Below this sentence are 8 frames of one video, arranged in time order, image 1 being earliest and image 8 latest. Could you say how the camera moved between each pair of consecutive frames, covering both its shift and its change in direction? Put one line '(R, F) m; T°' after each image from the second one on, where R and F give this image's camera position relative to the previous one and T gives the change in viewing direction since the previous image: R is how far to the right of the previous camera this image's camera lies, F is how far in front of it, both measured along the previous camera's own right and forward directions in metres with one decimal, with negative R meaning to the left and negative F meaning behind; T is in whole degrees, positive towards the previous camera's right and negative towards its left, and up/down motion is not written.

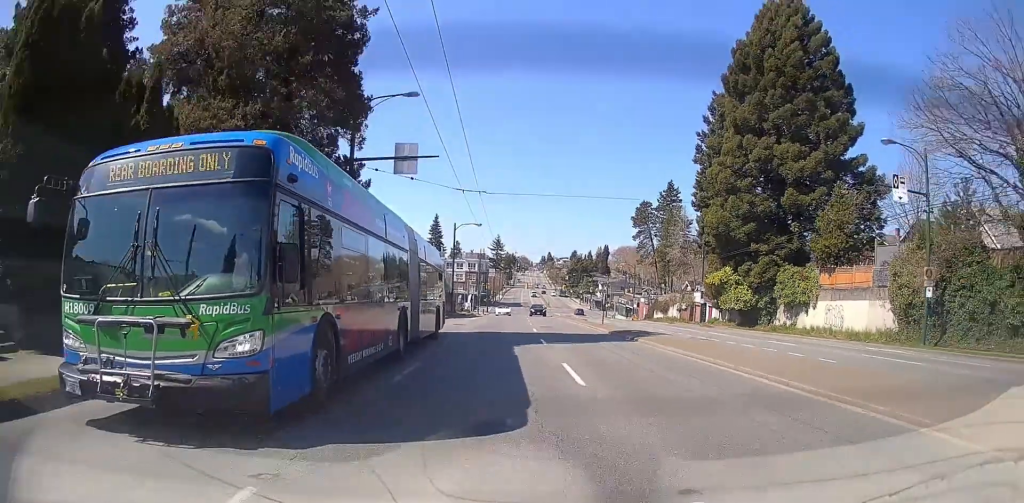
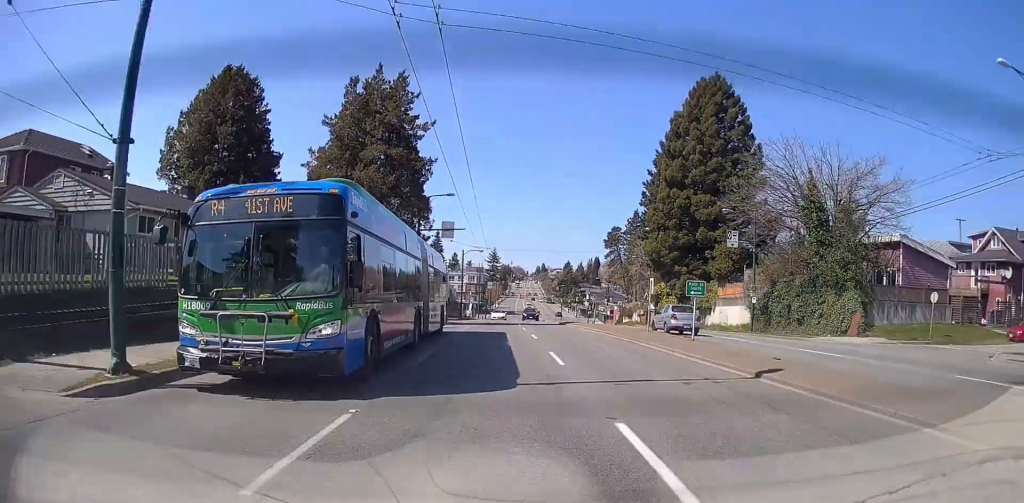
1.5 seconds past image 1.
(+0.1, +21.5) m; 0°
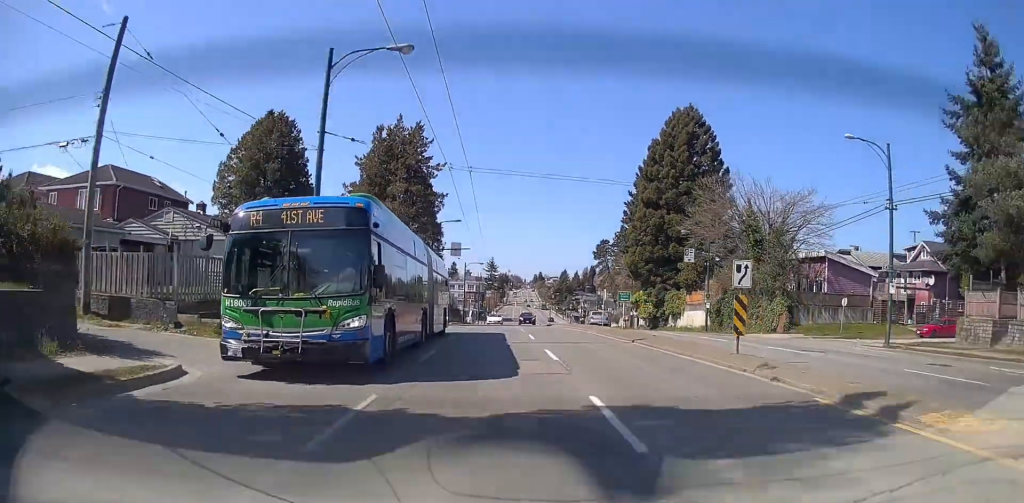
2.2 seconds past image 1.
(-0.2, +10.6) m; 0°
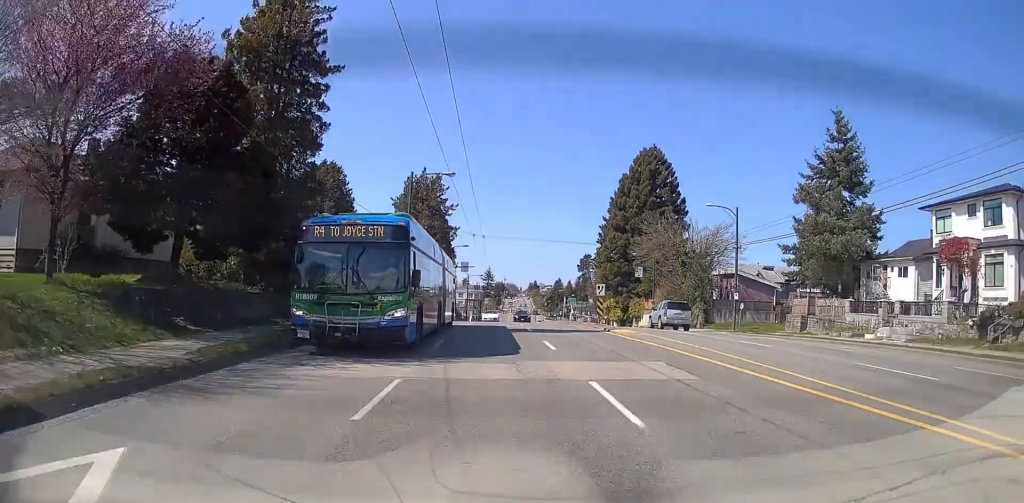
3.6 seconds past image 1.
(+0.3, +20.0) m; +3°
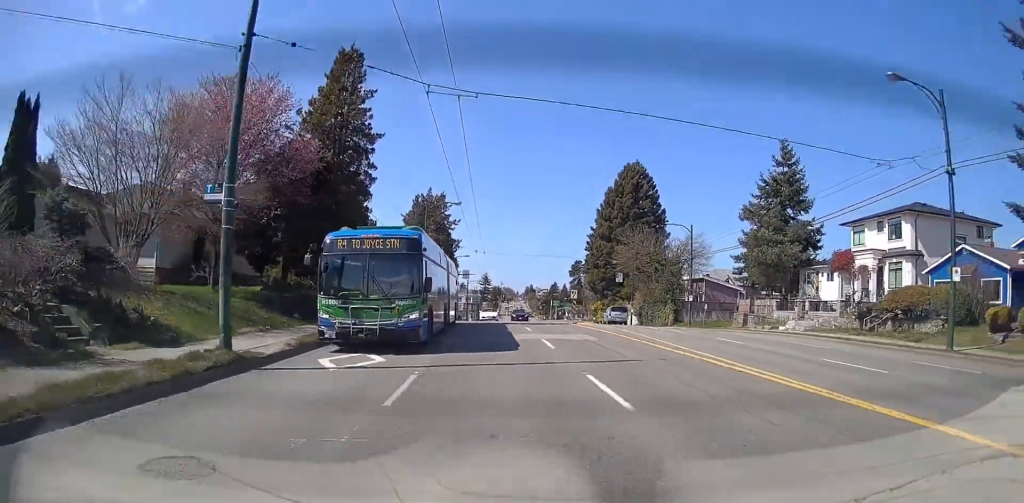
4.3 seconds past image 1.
(+0.3, +10.3) m; 0°
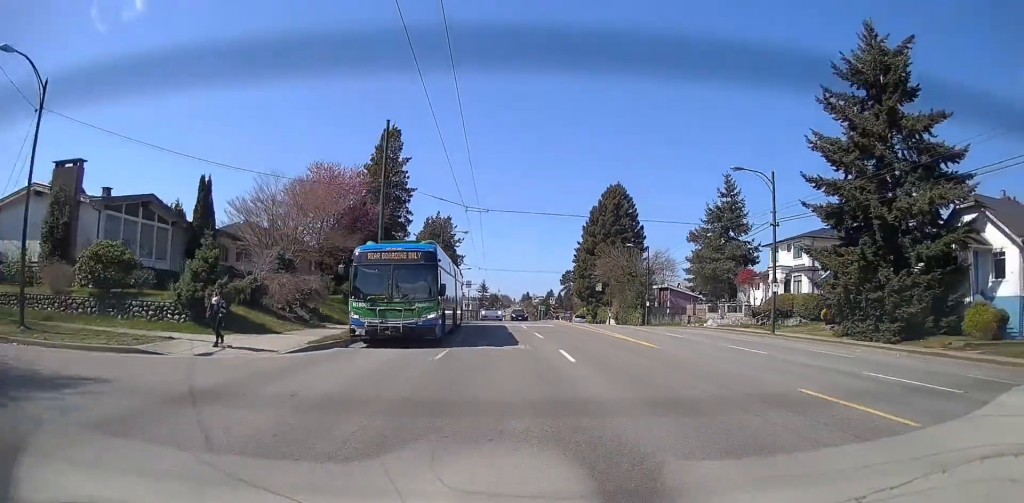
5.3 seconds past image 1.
(-0.2, +15.4) m; 0°
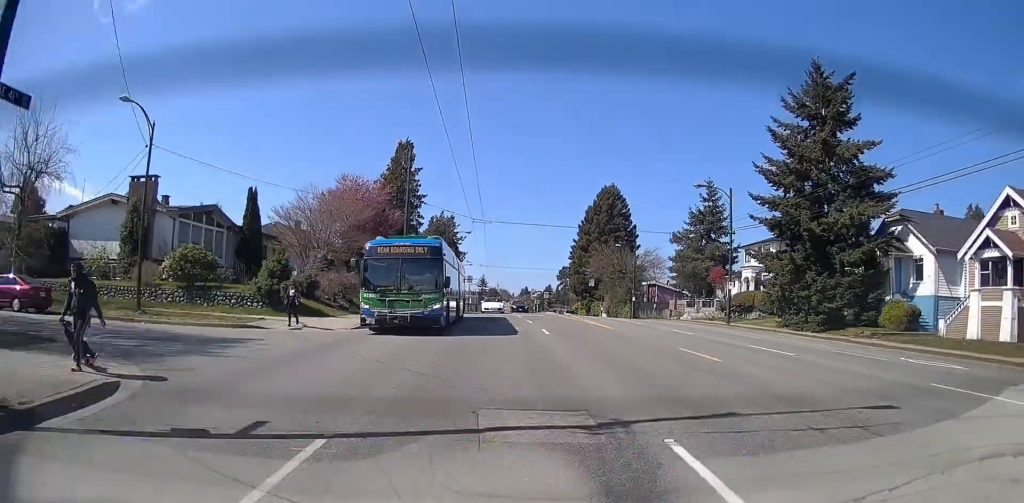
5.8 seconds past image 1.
(0.0, +7.0) m; 0°
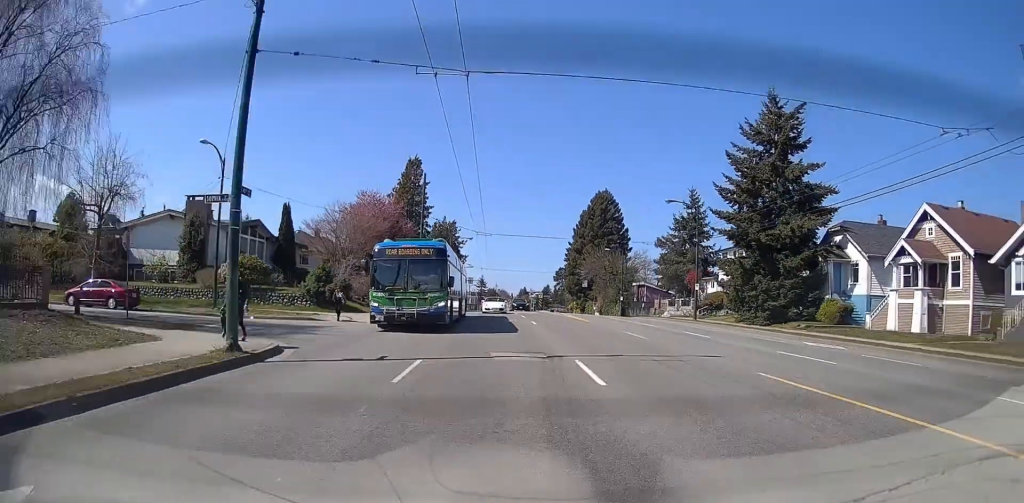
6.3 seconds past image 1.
(+0.2, +7.1) m; 0°
